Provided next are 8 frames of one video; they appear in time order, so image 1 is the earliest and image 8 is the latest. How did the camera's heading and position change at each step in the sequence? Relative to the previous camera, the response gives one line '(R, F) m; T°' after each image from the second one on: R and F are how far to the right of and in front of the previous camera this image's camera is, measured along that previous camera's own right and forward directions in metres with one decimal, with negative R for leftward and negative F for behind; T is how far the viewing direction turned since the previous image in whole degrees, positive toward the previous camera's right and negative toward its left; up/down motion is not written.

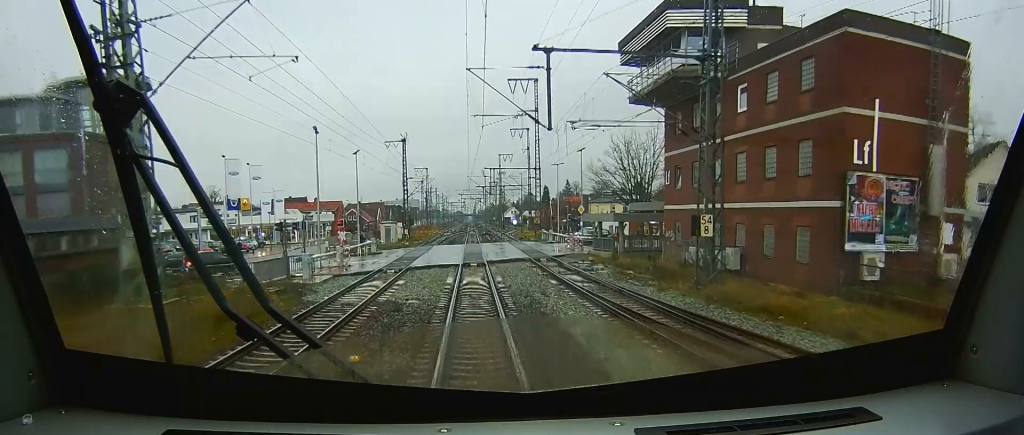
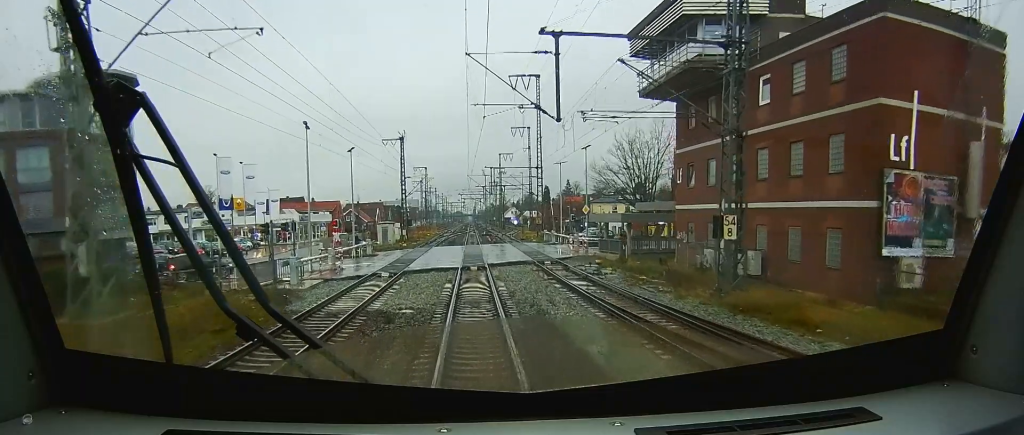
(-0.1, +2.6) m; -1°
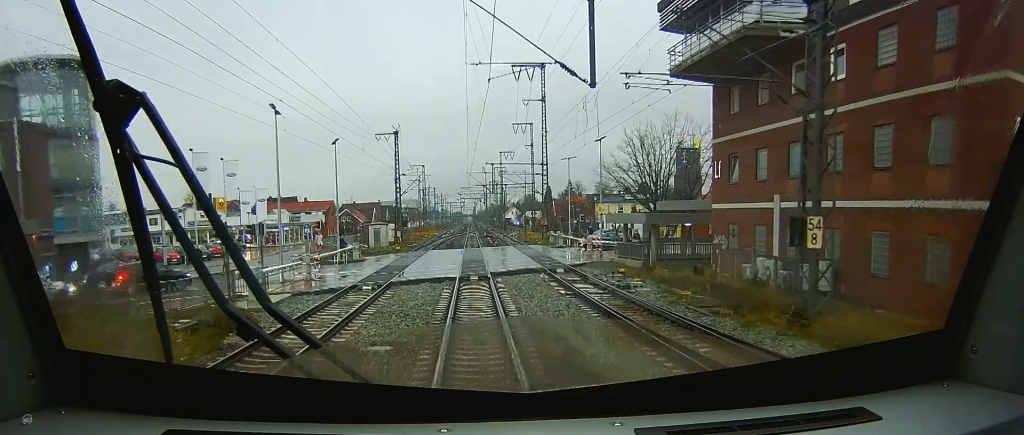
(0.0, +6.7) m; -1°
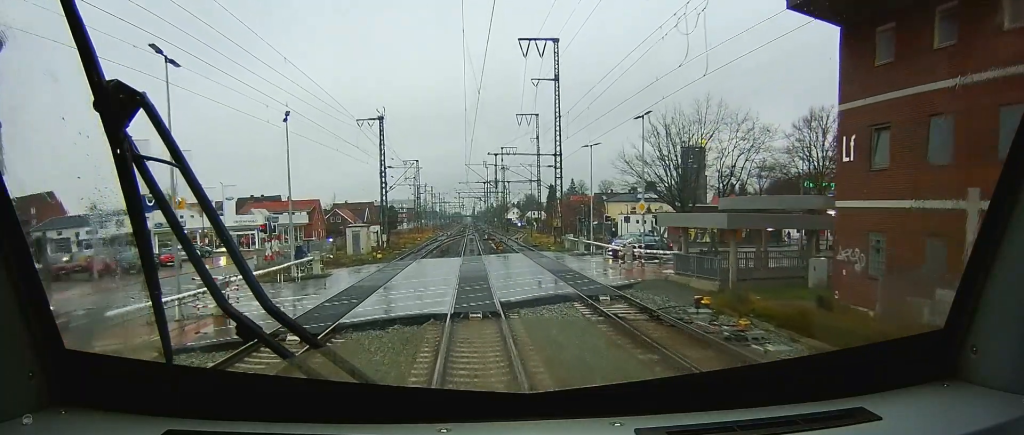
(-0.2, +13.8) m; -1°
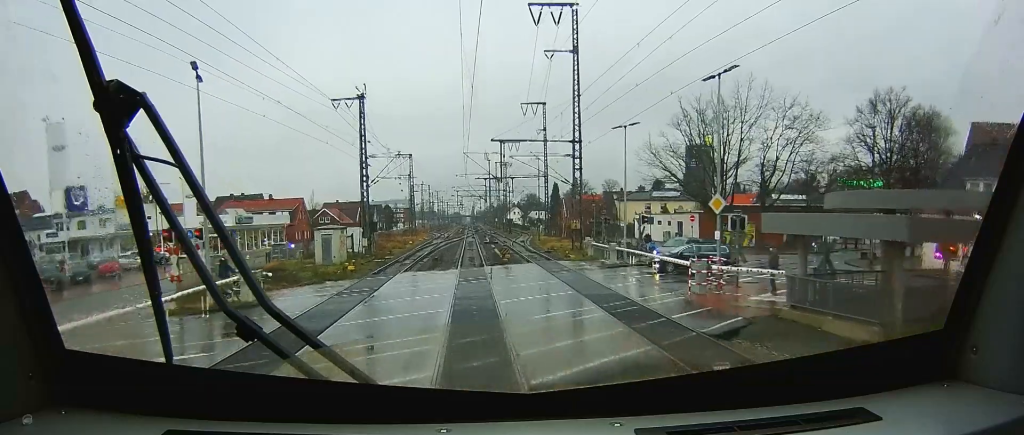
(-0.2, +12.6) m; -2°
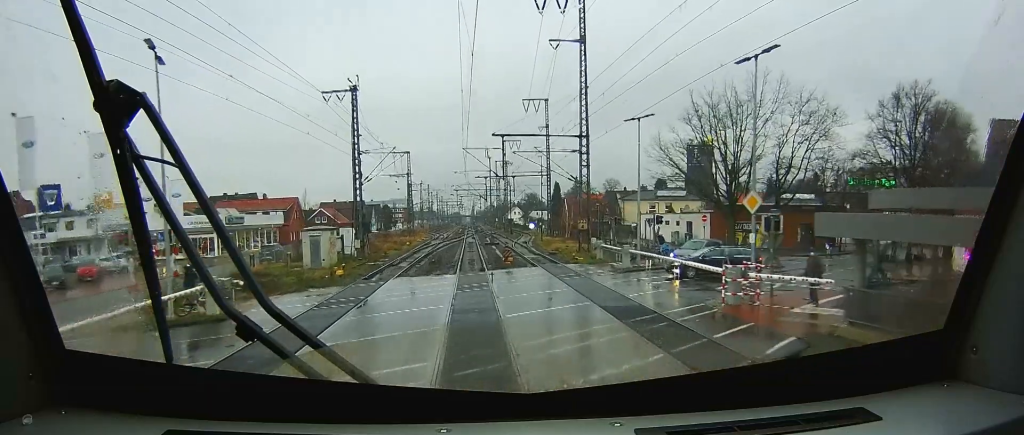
(0.0, +3.5) m; 0°
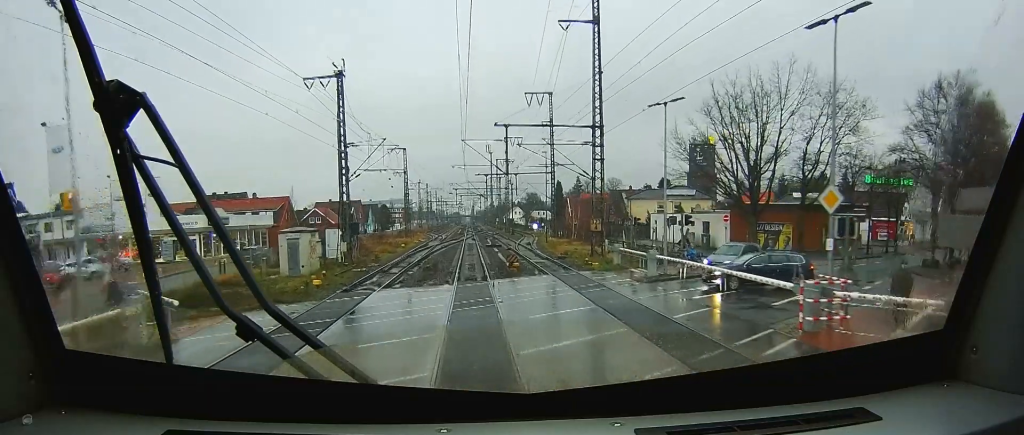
(0.0, +5.6) m; 0°
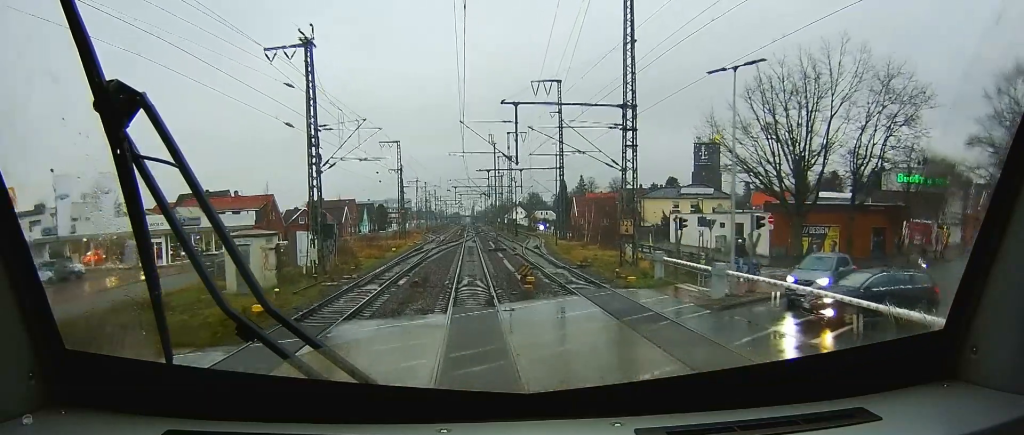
(0.0, +9.0) m; 0°
